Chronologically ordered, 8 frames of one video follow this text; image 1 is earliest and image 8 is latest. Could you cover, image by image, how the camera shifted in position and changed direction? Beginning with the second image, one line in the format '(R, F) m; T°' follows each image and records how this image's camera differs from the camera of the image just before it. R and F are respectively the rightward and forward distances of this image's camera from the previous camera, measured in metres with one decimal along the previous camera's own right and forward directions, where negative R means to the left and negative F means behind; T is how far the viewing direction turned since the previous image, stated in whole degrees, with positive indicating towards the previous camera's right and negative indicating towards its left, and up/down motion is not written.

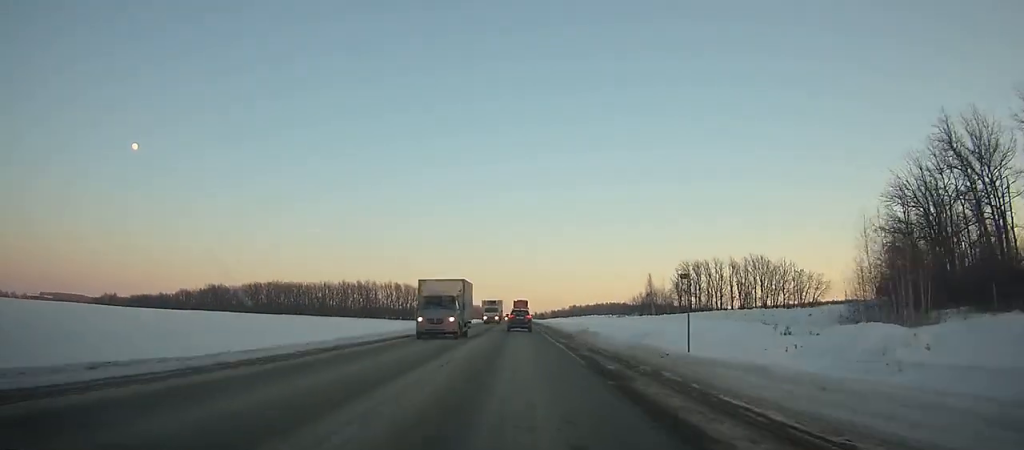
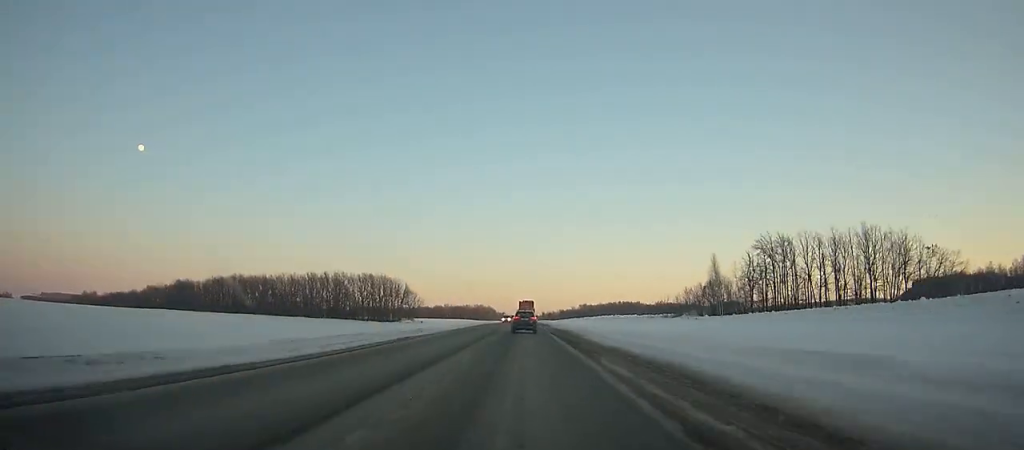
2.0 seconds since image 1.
(0.0, +46.9) m; 0°
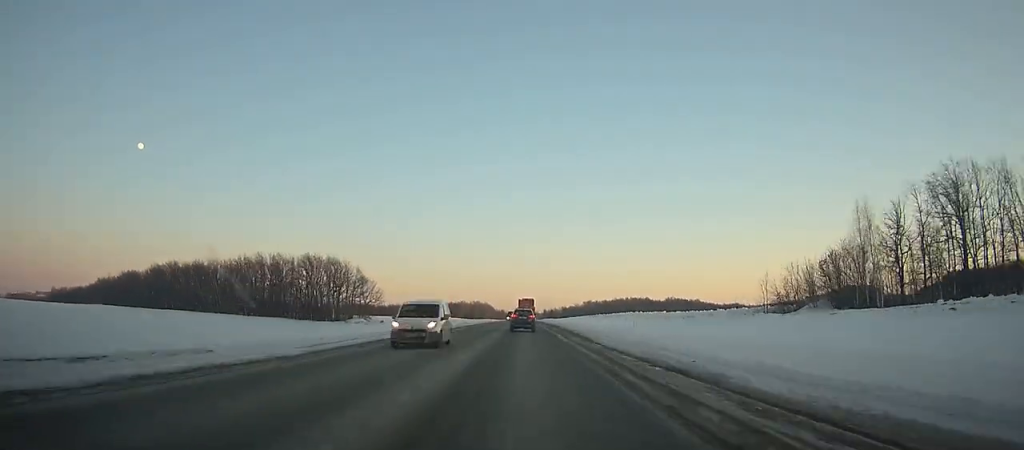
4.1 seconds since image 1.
(+0.1, +48.8) m; 0°
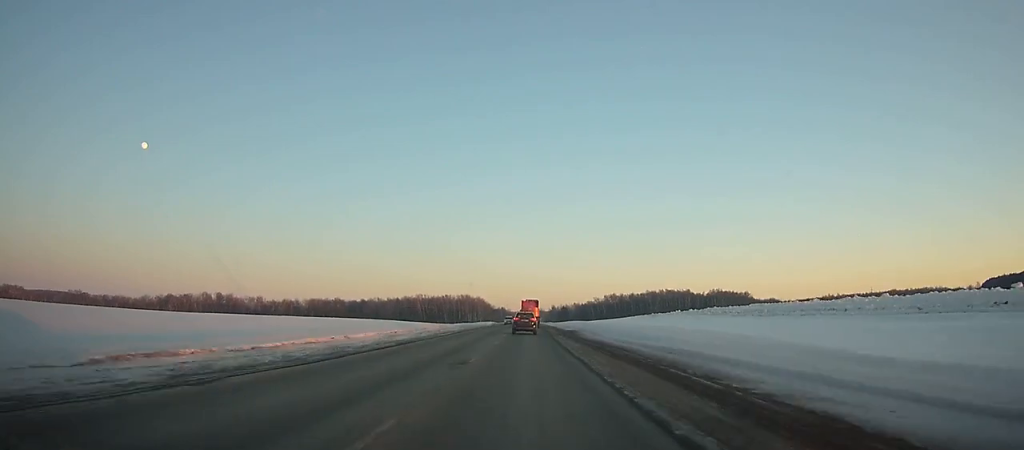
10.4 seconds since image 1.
(0.0, +142.4) m; 0°
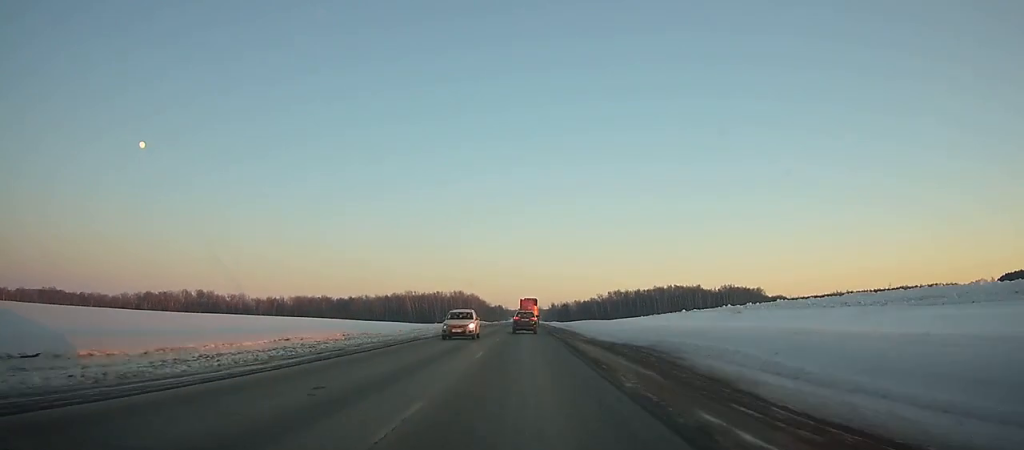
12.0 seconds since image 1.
(-0.1, +35.4) m; 0°
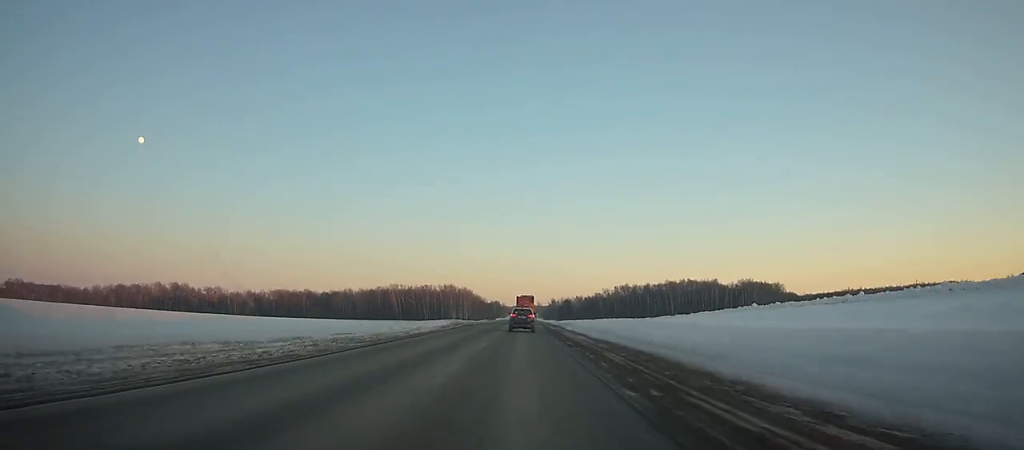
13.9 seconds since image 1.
(0.0, +41.6) m; 0°
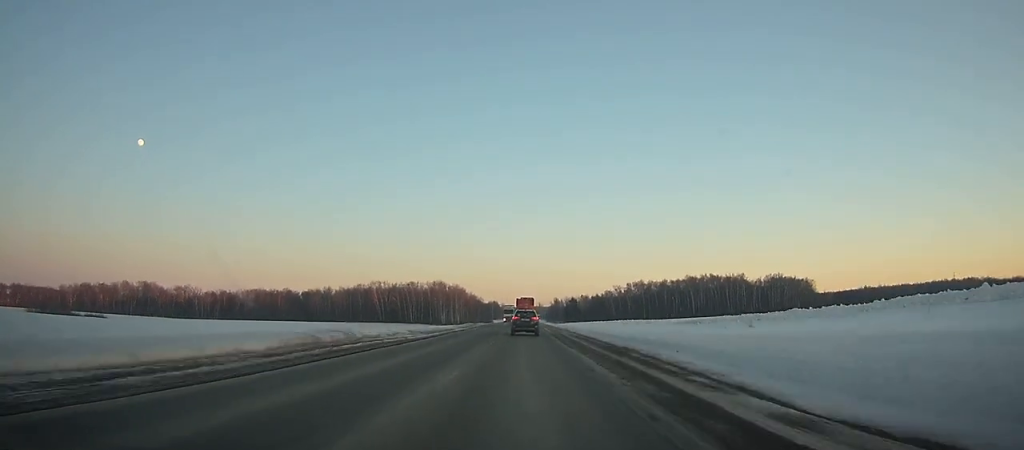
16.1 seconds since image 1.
(0.0, +47.9) m; 0°
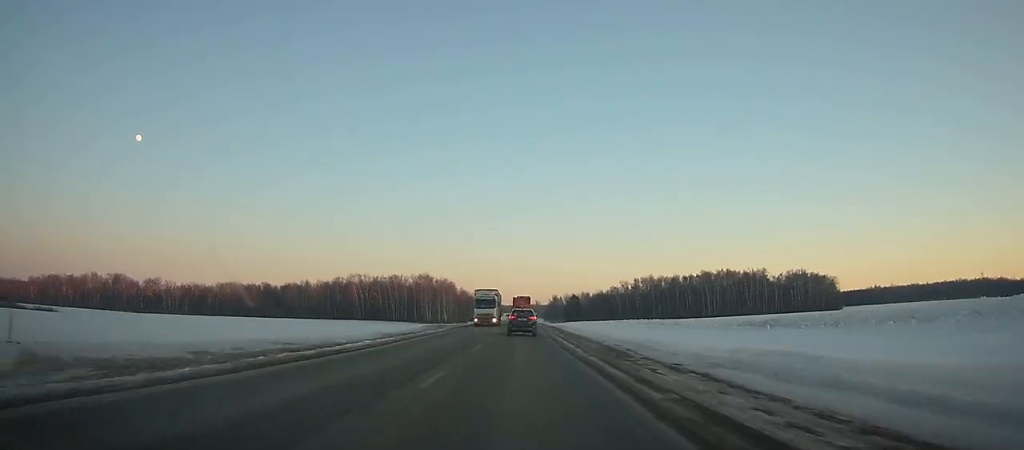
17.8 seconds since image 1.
(0.0, +36.7) m; 0°
